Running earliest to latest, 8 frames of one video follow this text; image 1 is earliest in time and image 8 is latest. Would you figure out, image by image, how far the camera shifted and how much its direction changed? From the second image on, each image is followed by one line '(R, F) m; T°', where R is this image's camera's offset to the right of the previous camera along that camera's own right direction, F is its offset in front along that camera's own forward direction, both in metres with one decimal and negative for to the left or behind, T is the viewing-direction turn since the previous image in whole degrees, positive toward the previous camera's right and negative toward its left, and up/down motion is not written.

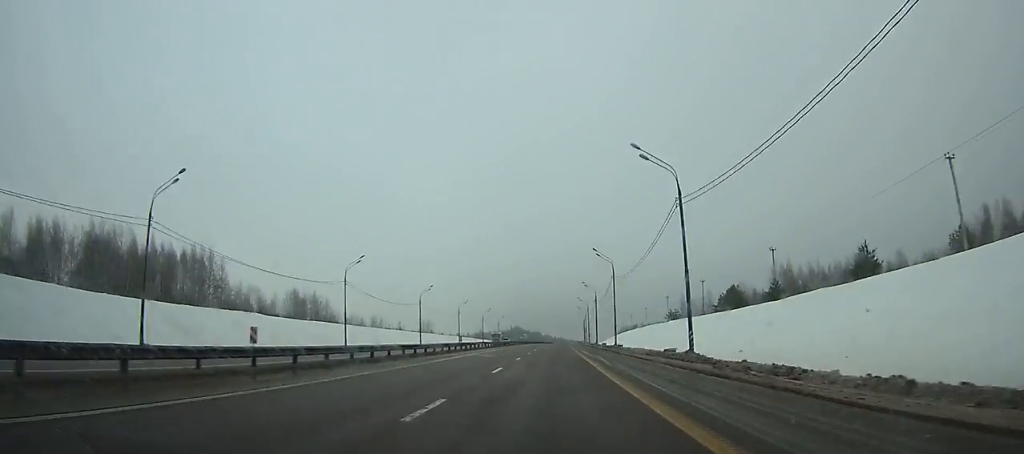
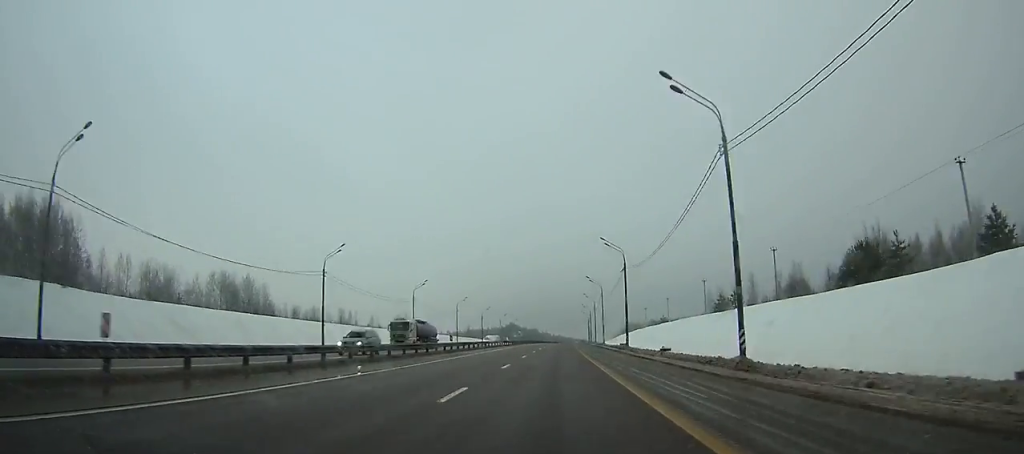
(+0.2, +44.8) m; 0°
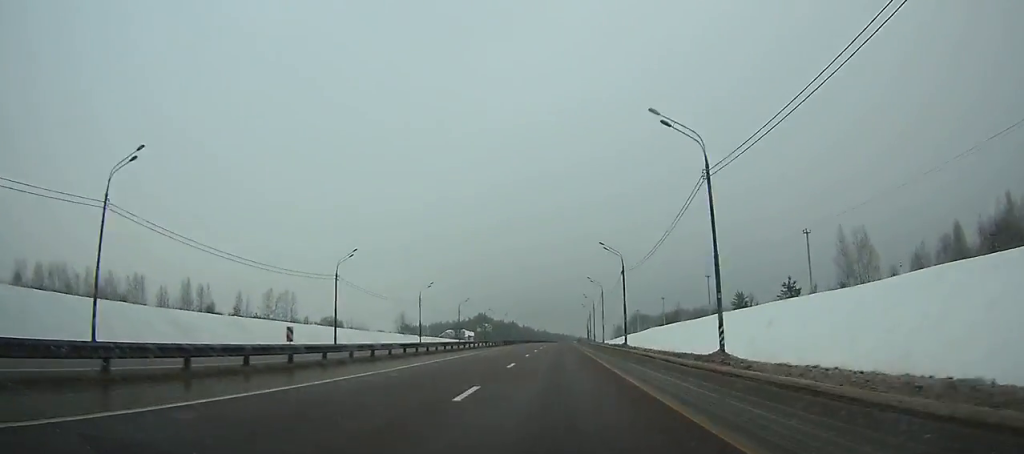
(+1.0, +105.7) m; +1°
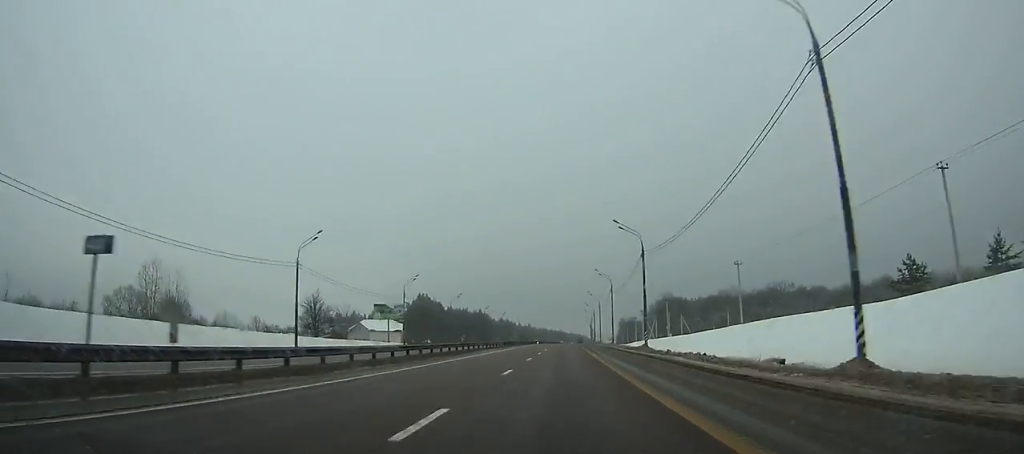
(+1.5, +122.1) m; +2°
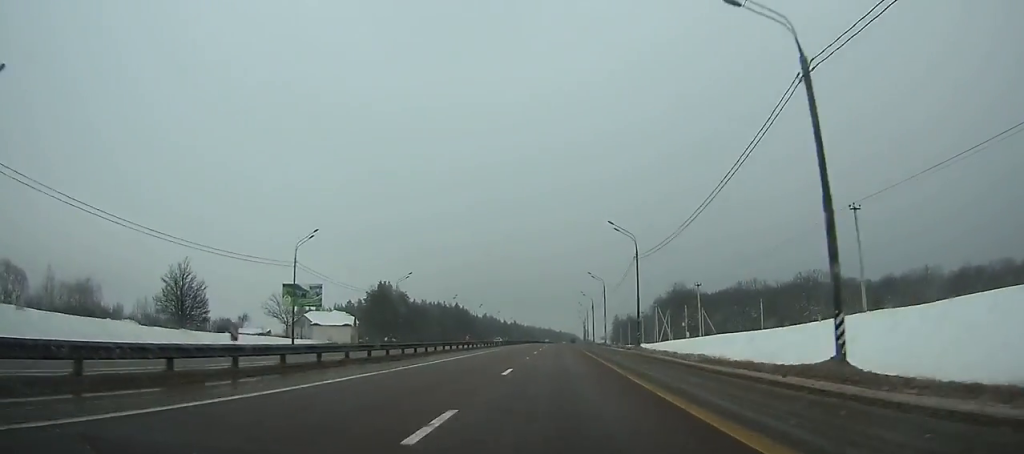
(+0.4, +36.1) m; 0°
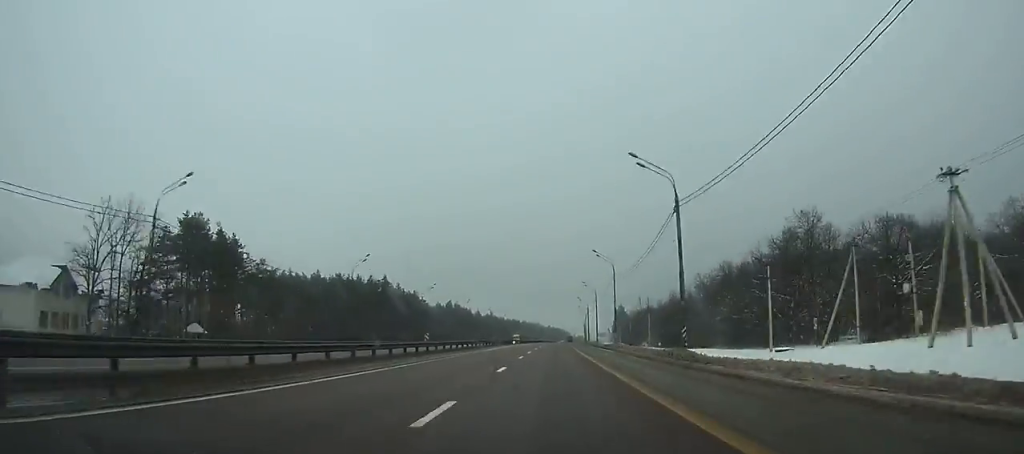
(+0.9, +94.1) m; +1°
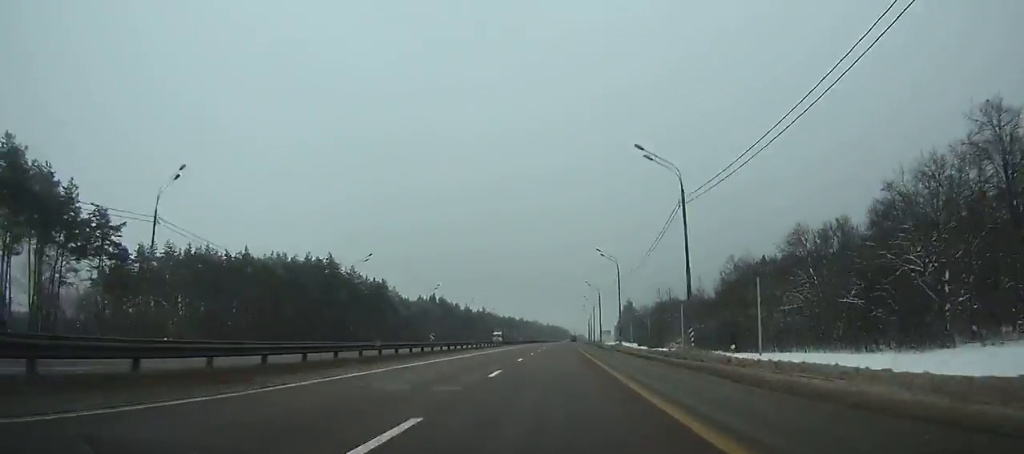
(+0.1, +37.2) m; 0°
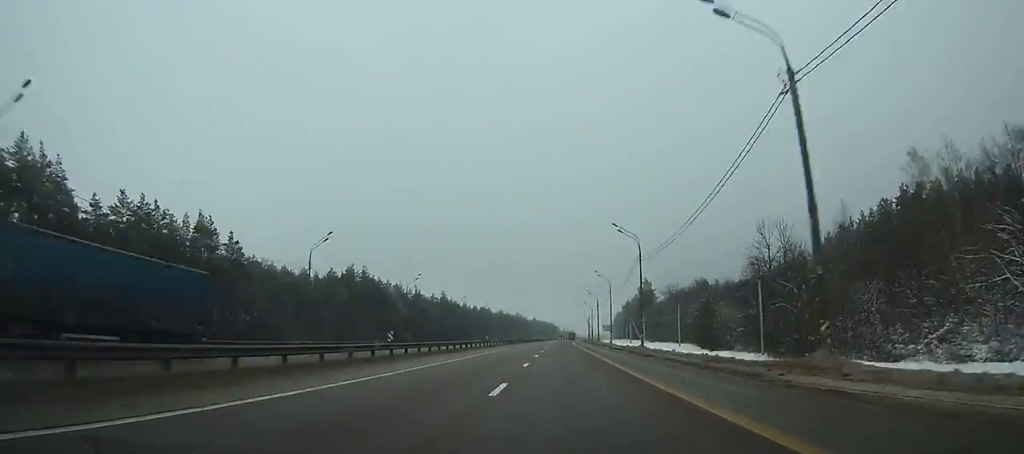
(+0.7, +89.4) m; +1°
